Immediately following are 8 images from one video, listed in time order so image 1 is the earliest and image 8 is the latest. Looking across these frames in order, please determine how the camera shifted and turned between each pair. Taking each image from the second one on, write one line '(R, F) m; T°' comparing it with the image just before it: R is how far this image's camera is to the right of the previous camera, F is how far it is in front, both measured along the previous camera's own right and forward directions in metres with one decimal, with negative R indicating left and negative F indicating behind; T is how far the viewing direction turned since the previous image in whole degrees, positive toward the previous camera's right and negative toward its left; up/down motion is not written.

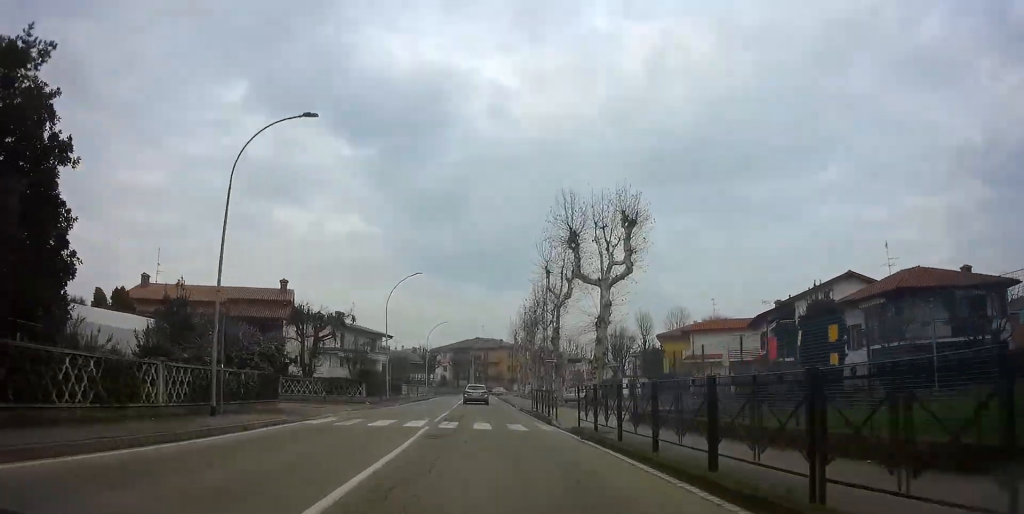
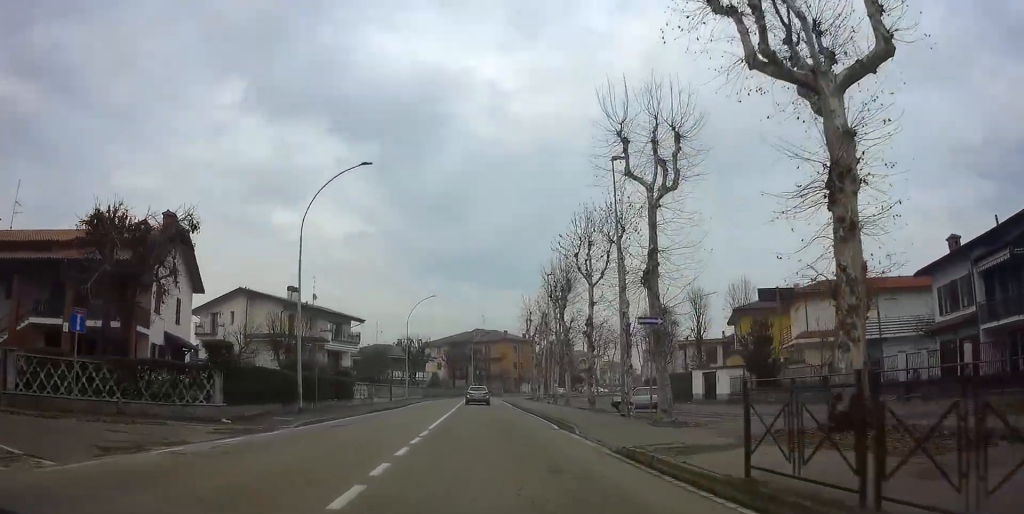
(0.0, +23.4) m; 0°
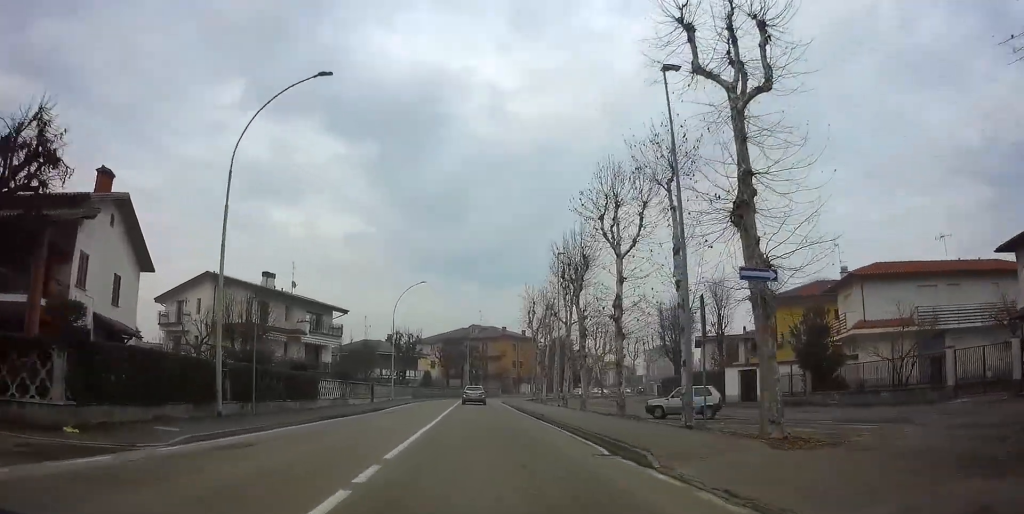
(0.0, +7.4) m; 0°
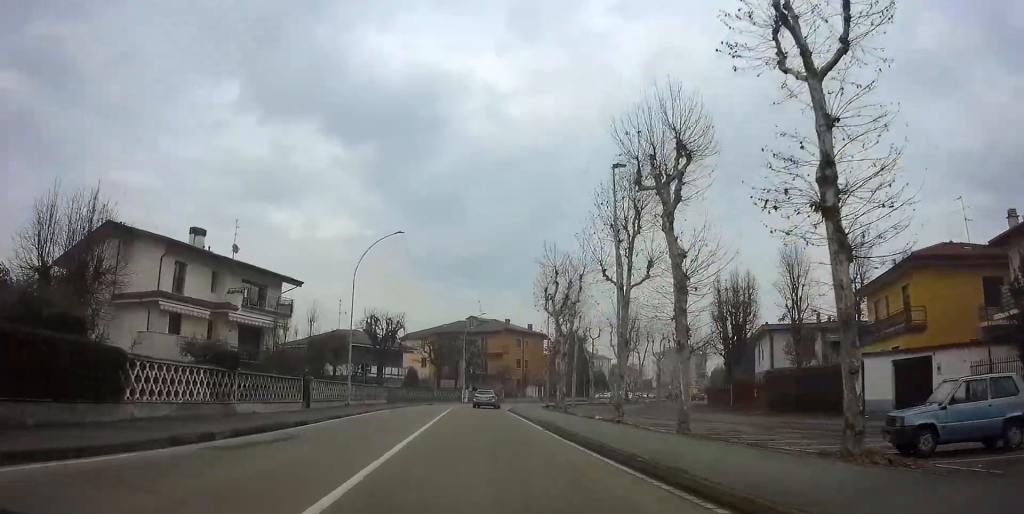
(+0.1, +16.7) m; +1°
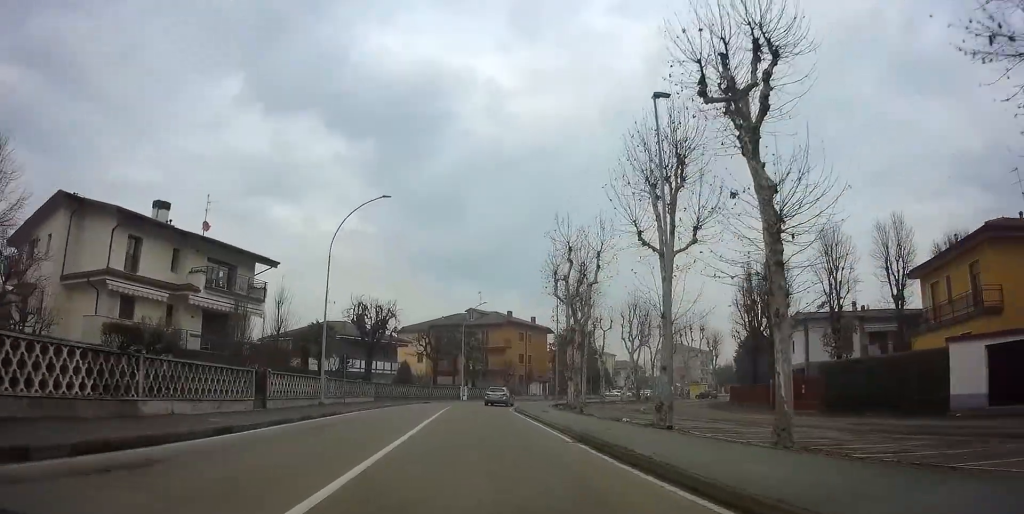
(0.0, +5.9) m; 0°
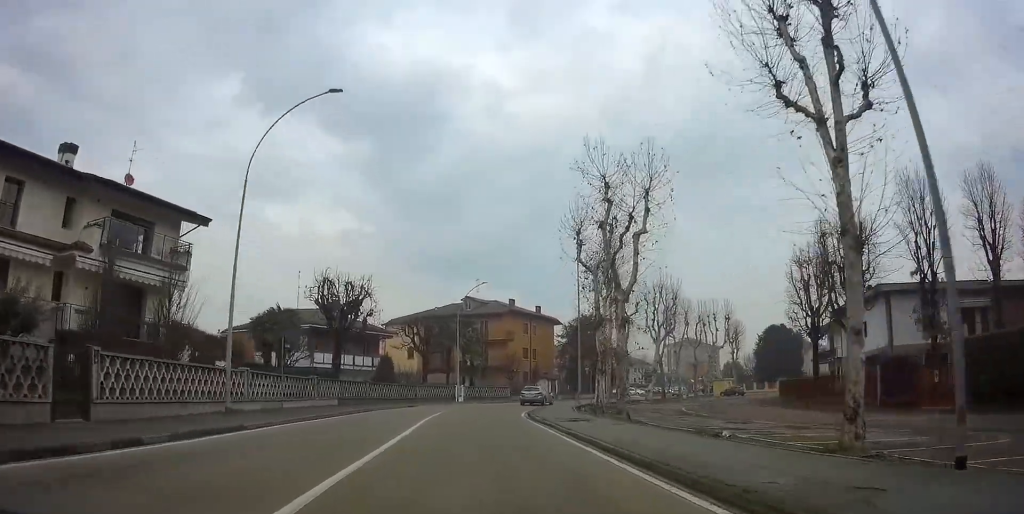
(0.0, +11.0) m; +1°
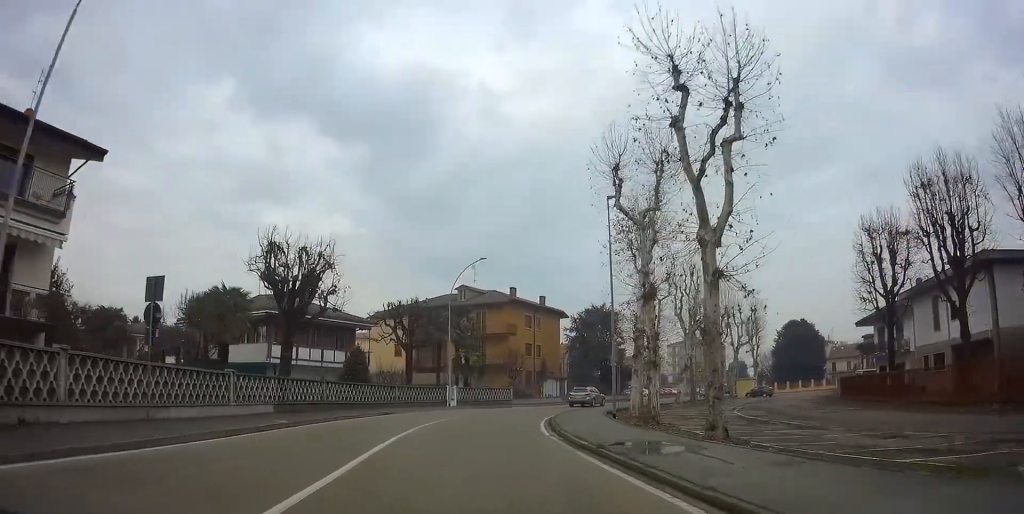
(+0.2, +10.1) m; +1°
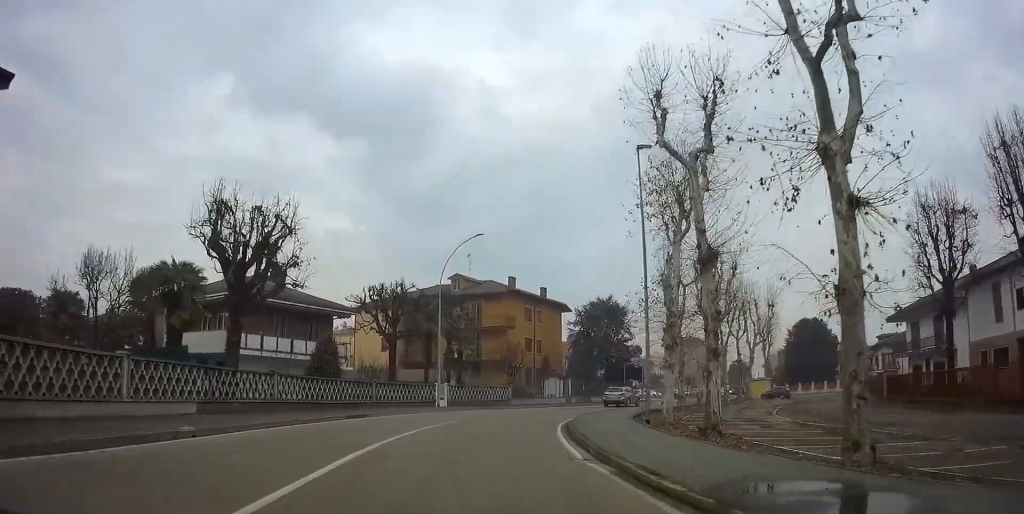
(+0.1, +6.3) m; +1°
